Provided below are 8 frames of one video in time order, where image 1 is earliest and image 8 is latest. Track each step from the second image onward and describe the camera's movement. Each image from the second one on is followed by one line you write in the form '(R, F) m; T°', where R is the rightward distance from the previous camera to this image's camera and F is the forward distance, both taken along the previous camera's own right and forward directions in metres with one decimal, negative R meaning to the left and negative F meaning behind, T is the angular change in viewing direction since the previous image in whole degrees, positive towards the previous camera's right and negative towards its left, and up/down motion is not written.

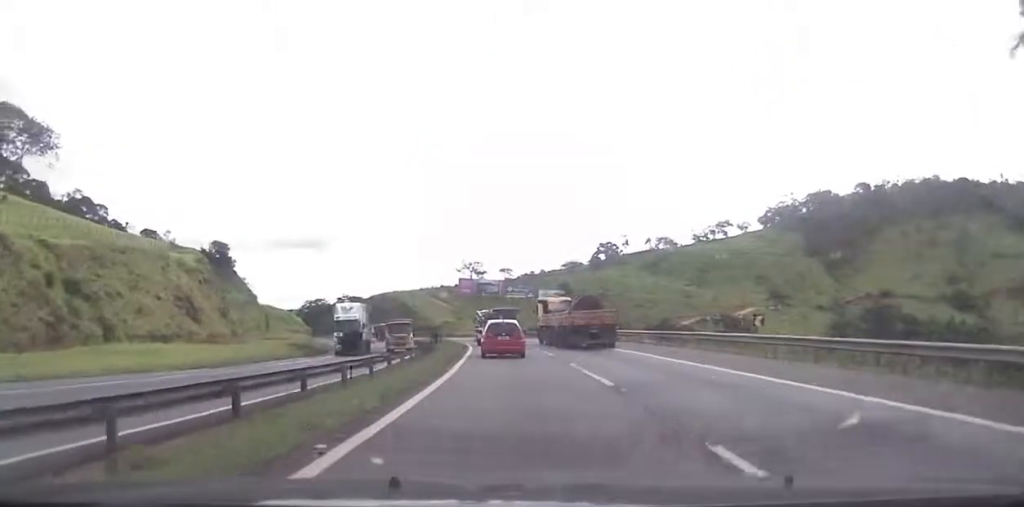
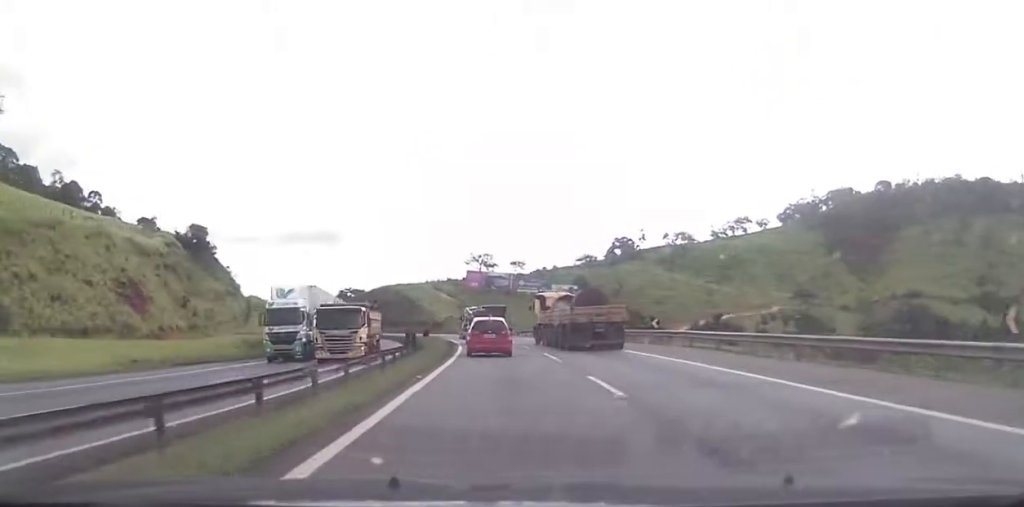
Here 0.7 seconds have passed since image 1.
(-0.1, +14.2) m; -1°
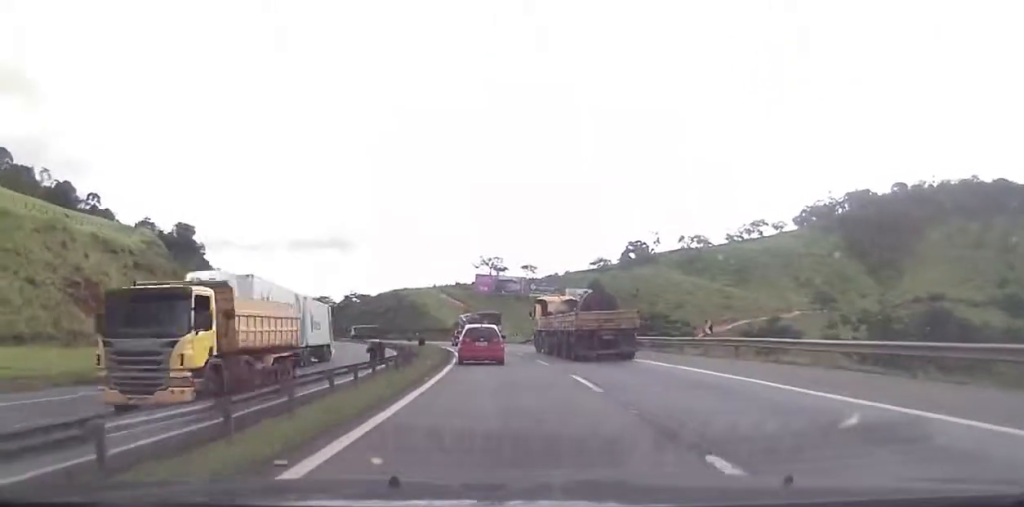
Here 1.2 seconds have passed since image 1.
(0.0, +9.2) m; -1°
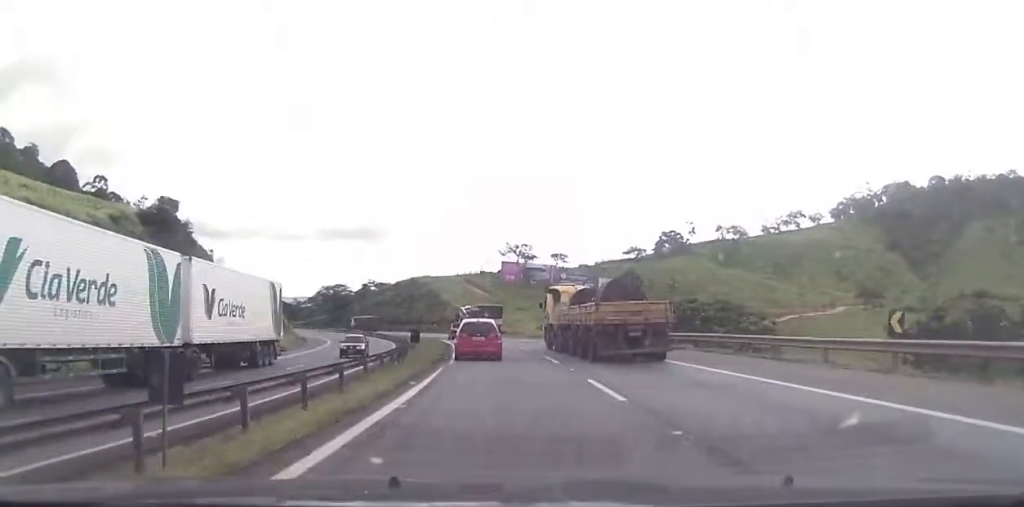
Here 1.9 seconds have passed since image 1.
(-0.2, +14.7) m; -1°
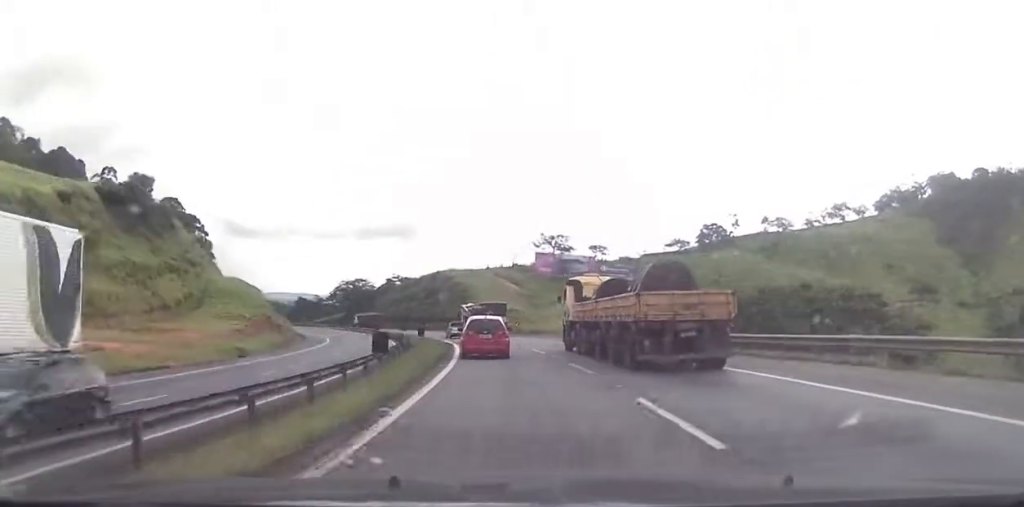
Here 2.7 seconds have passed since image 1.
(-0.2, +16.3) m; -2°
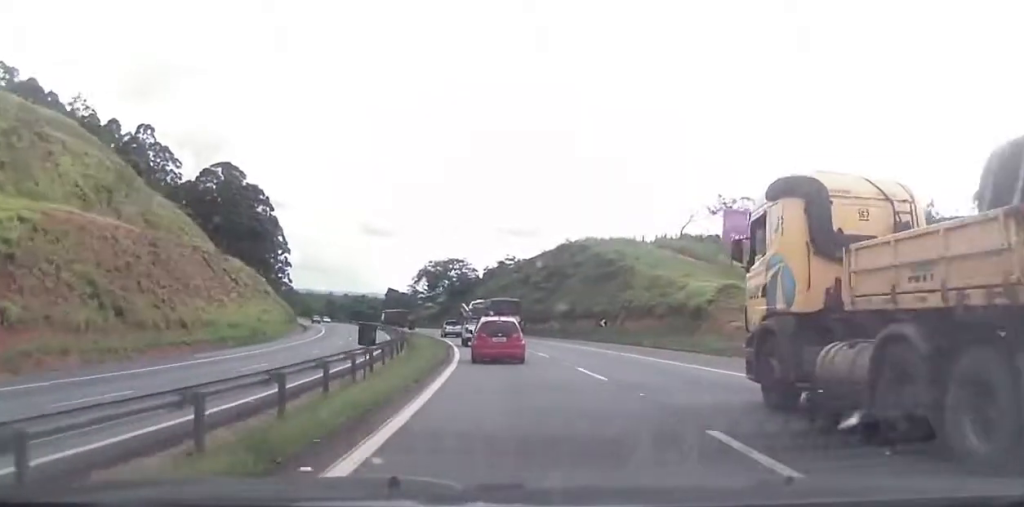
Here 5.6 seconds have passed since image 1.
(-4.6, +61.6) m; -10°
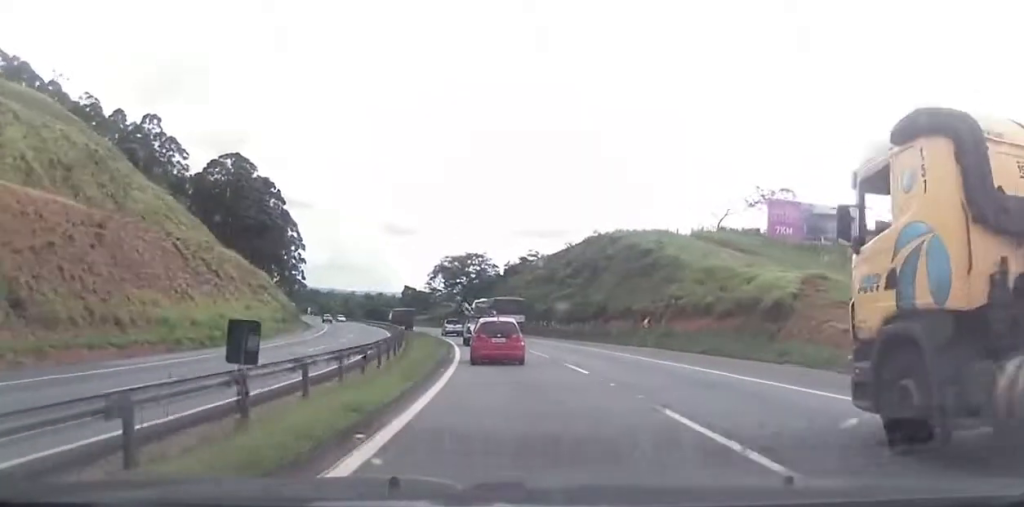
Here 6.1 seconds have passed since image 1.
(-0.5, +9.6) m; -2°
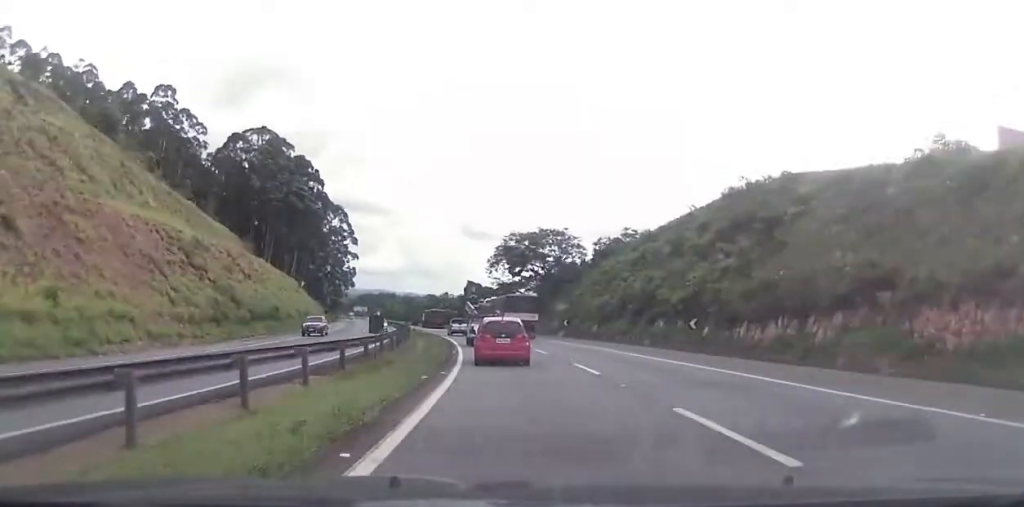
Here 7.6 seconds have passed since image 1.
(-1.8, +35.5) m; -7°
